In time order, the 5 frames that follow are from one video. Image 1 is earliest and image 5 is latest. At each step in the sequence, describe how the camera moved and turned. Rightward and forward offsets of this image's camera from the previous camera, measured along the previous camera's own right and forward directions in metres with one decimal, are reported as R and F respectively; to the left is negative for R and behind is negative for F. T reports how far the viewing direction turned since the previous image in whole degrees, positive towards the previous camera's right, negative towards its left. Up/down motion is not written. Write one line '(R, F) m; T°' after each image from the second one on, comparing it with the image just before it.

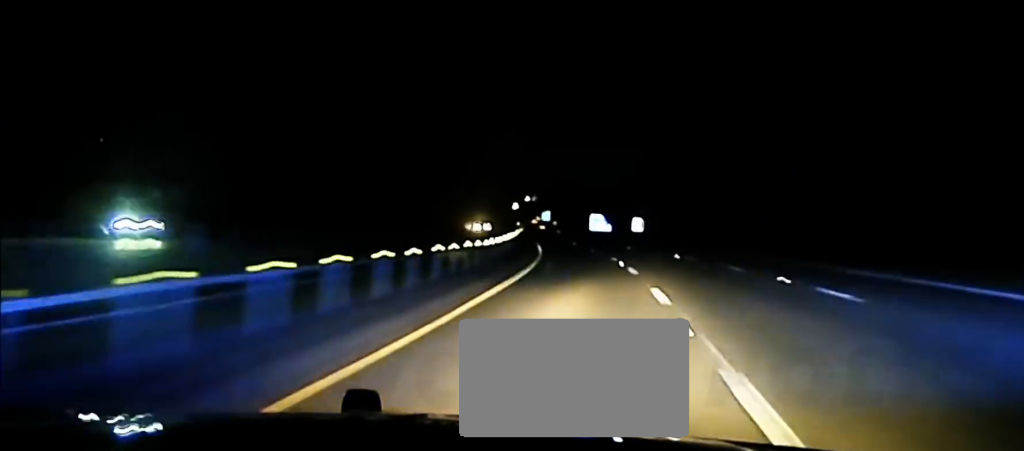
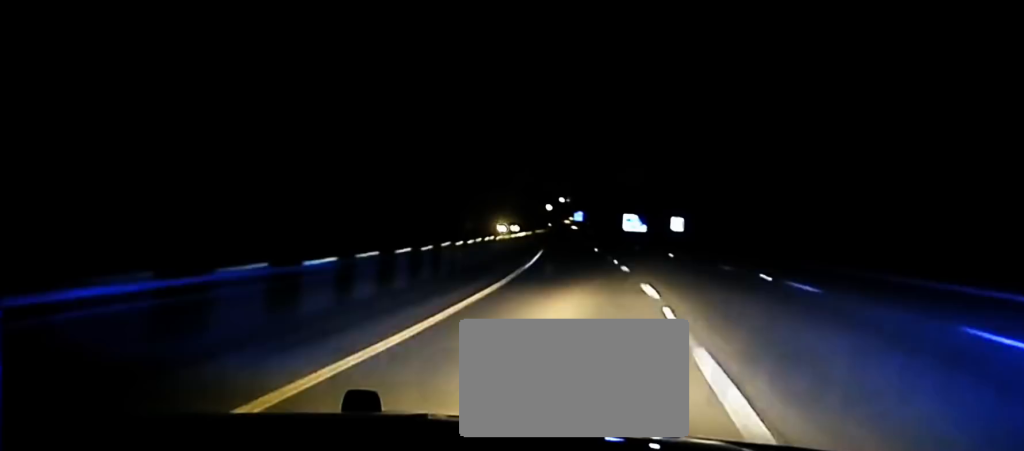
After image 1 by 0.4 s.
(-0.3, +23.5) m; -2°
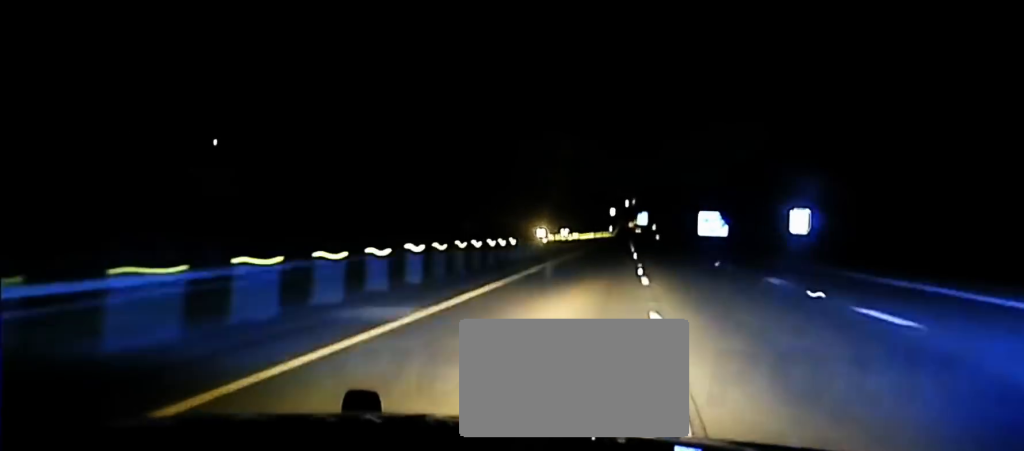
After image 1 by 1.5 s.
(-1.7, +51.6) m; -3°
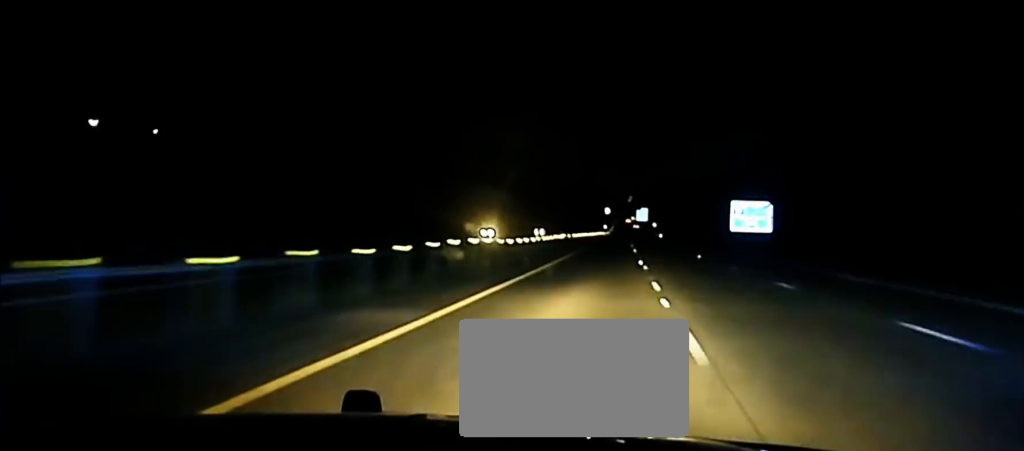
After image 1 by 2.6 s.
(-1.2, +54.7) m; -1°
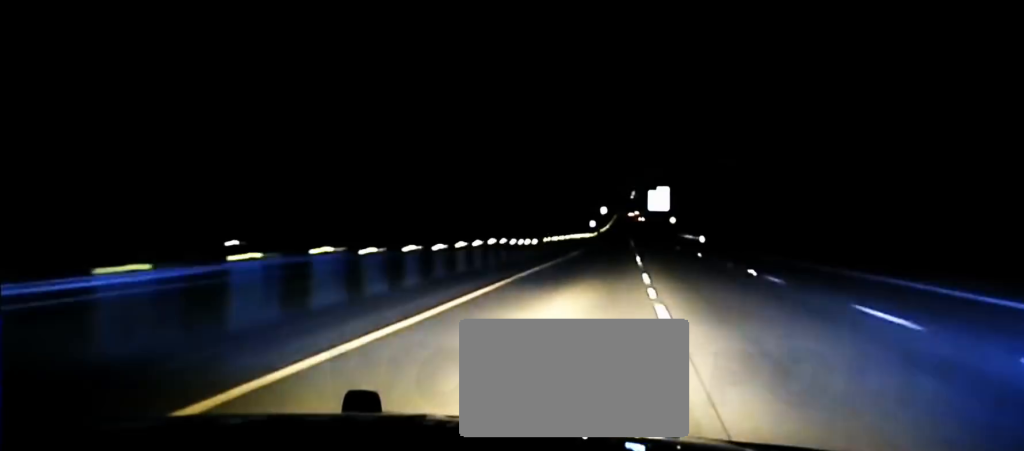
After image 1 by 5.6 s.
(+1.1, +164.7) m; 0°
